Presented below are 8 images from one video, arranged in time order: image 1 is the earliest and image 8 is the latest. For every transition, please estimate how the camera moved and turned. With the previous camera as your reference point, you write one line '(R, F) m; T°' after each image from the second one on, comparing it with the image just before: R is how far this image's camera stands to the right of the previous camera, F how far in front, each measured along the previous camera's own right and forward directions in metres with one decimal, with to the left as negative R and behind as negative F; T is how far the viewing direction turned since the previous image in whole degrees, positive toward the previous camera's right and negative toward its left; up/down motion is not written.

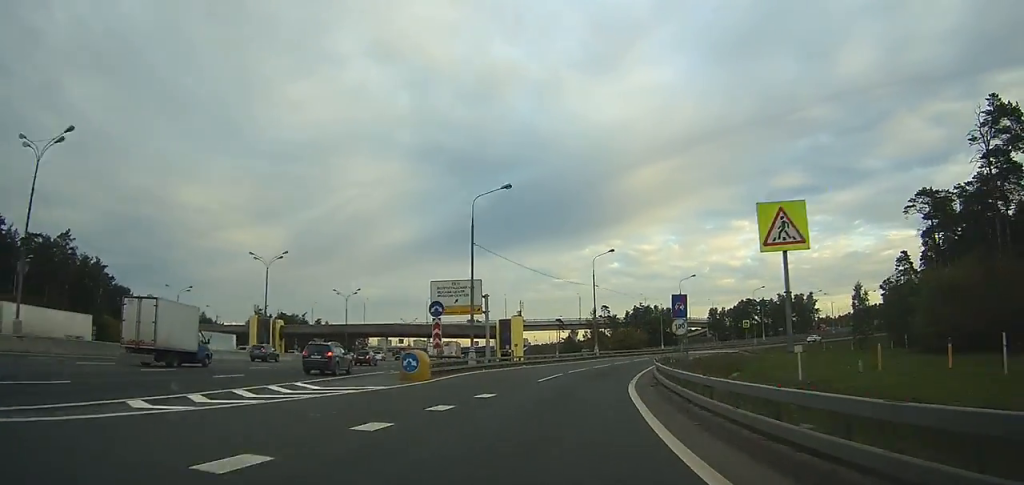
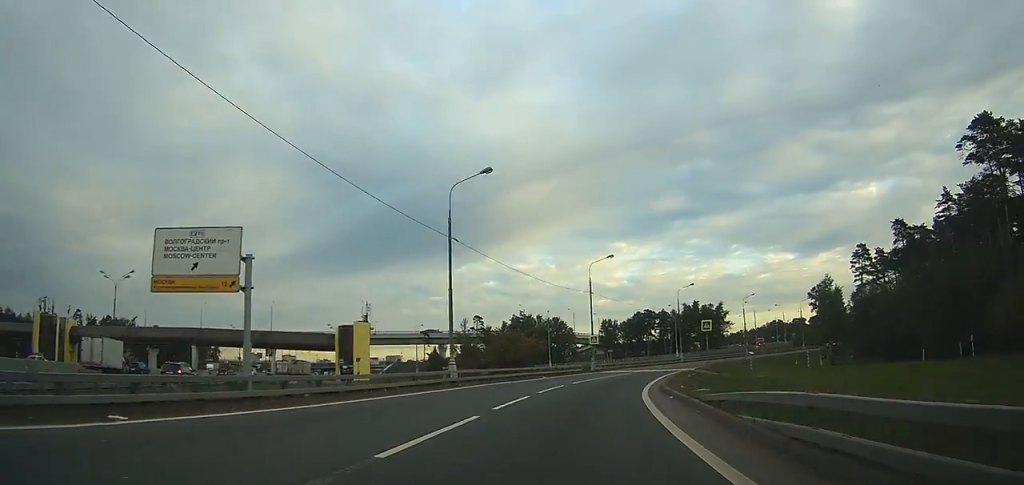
(+2.5, +33.9) m; +12°
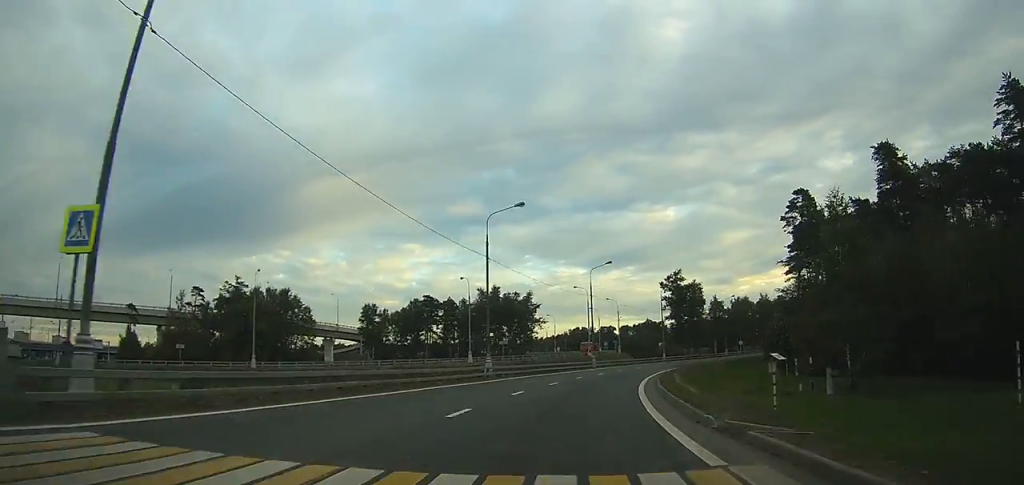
(+9.2, +49.9) m; +20°
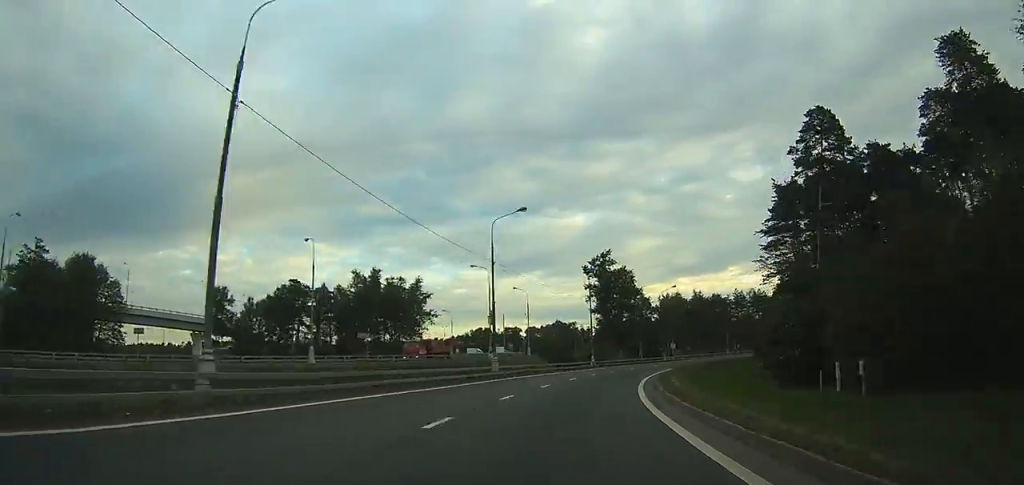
(+2.7, +25.8) m; +10°
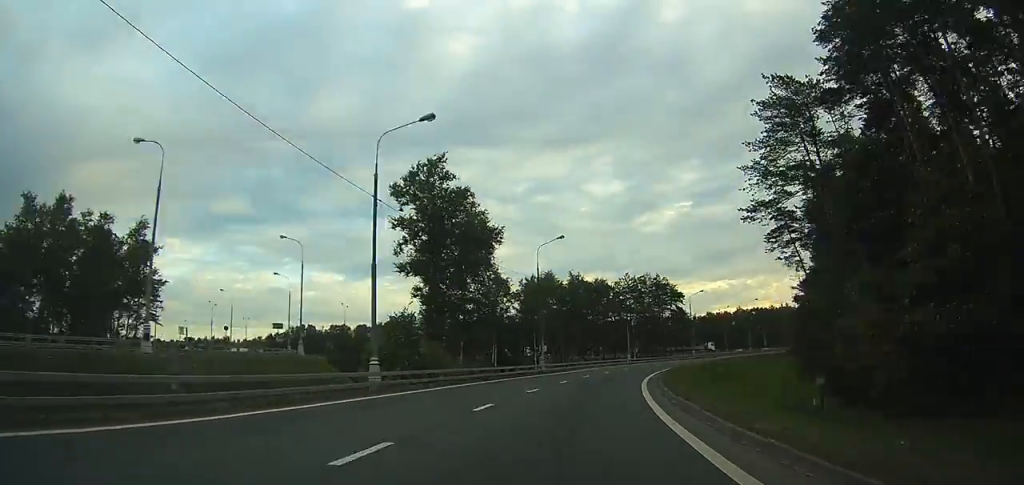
(+5.5, +41.7) m; +15°
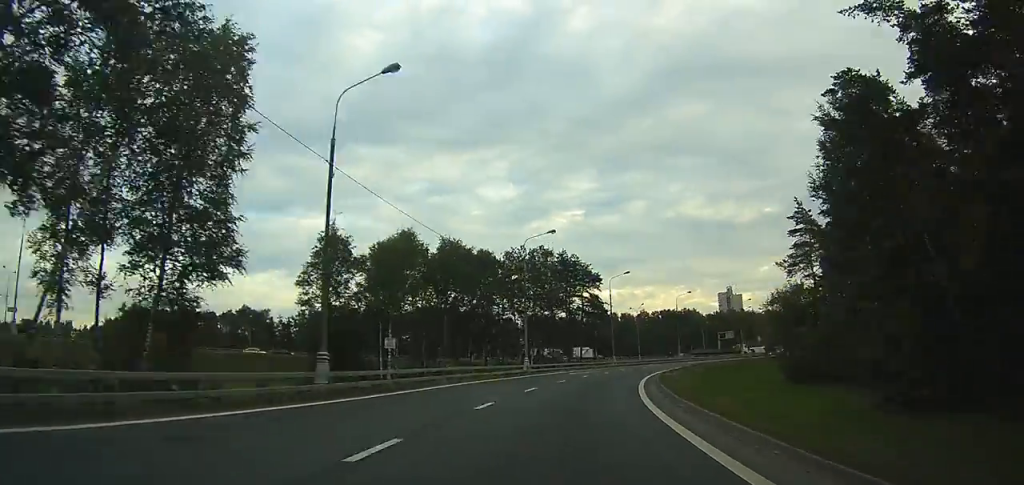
(+2.9, +30.0) m; +10°
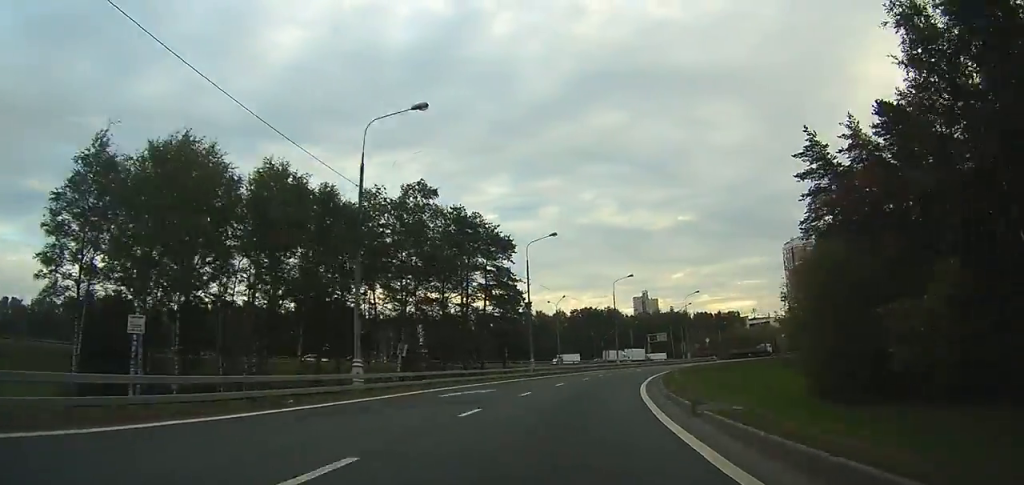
(+1.7, +24.8) m; +8°
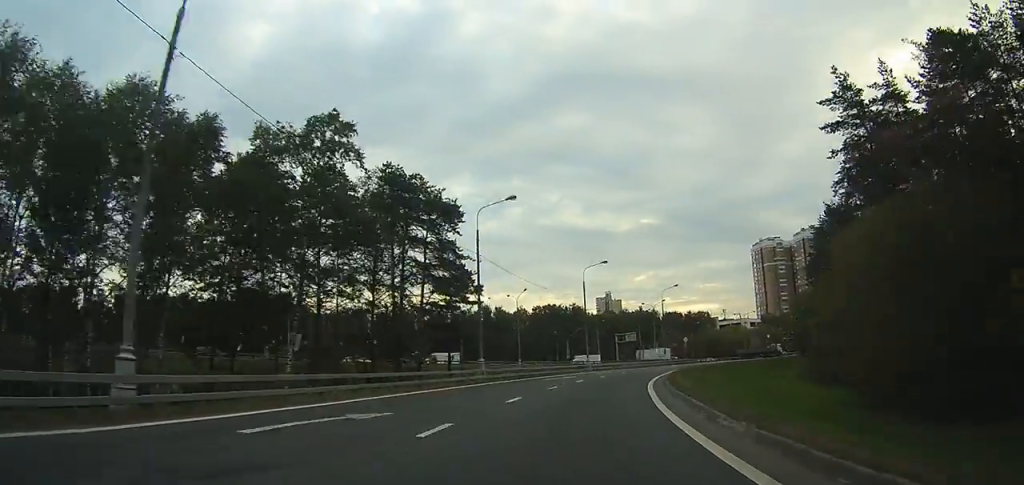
(+0.4, +12.3) m; +4°
